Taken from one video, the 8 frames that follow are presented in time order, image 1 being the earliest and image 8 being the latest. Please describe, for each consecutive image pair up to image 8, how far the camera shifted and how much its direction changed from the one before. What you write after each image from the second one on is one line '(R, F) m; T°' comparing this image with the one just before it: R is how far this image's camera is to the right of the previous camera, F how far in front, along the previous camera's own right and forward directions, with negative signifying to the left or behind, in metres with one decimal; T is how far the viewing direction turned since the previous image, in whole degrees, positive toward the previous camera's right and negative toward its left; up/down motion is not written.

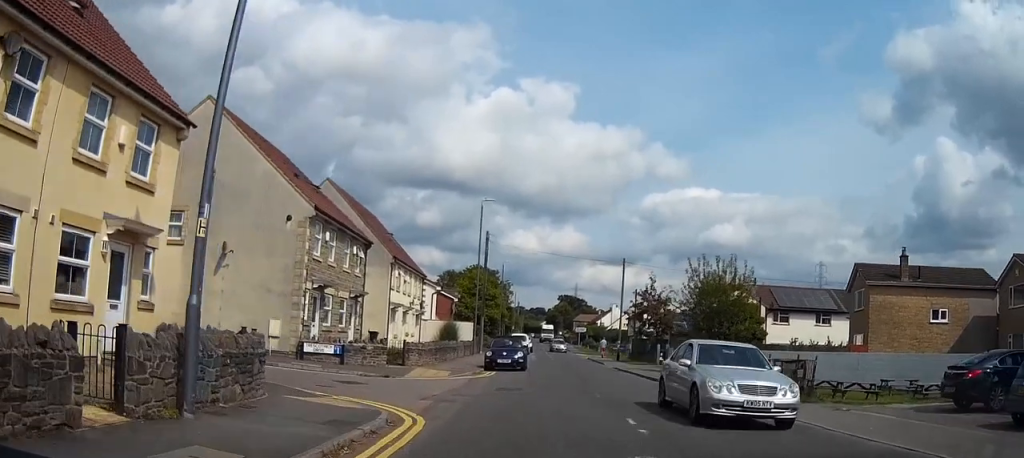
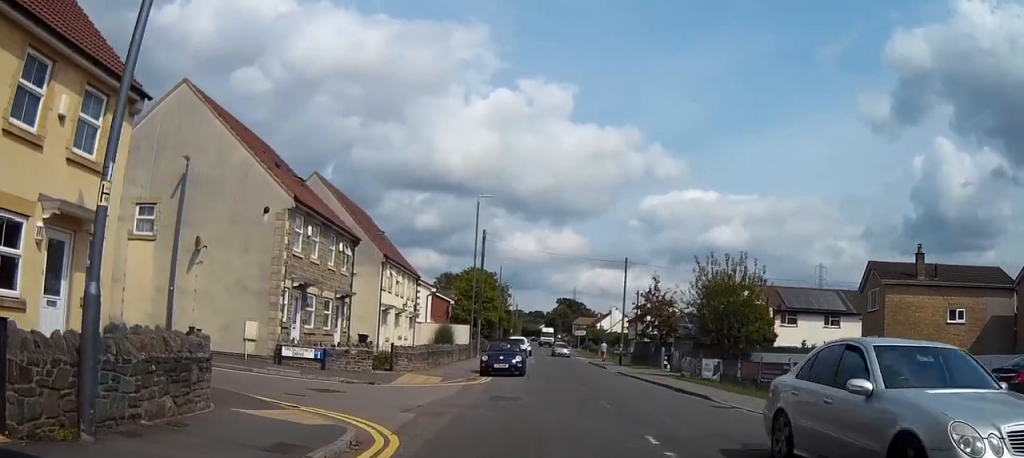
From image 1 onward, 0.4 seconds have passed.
(+0.1, +2.1) m; +1°
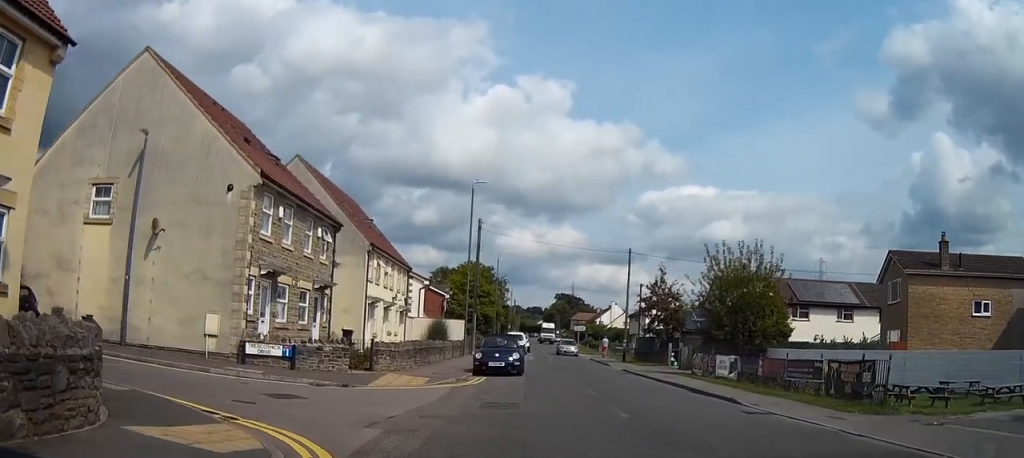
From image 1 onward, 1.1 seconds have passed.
(+0.1, +3.4) m; +1°
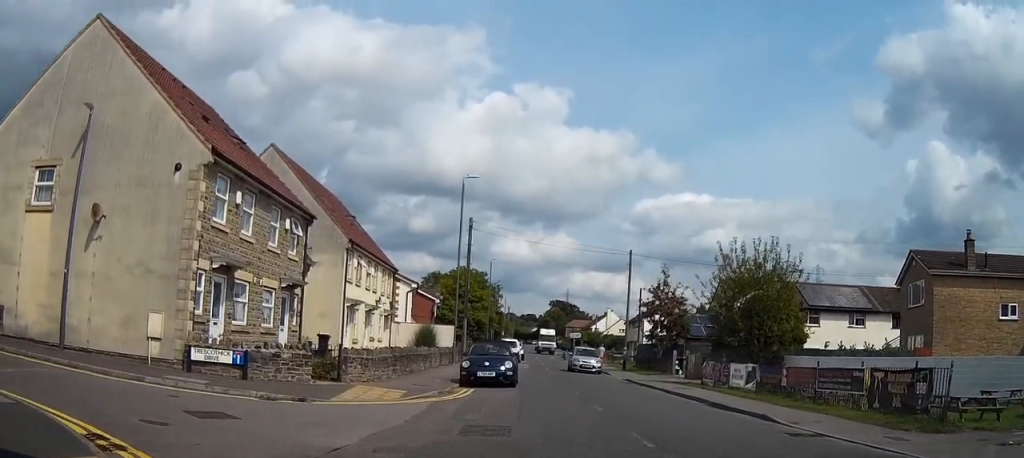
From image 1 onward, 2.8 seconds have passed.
(0.0, +4.0) m; 0°
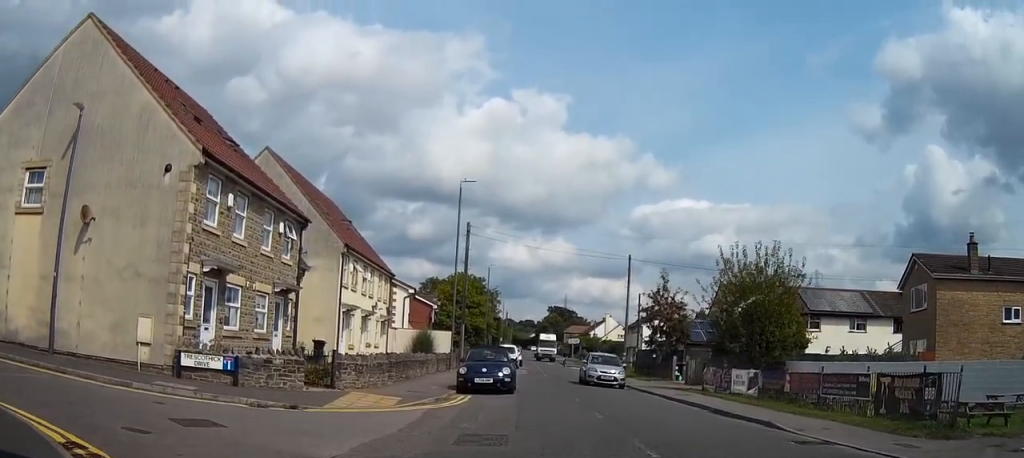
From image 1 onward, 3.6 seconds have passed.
(0.0, +0.6) m; 0°
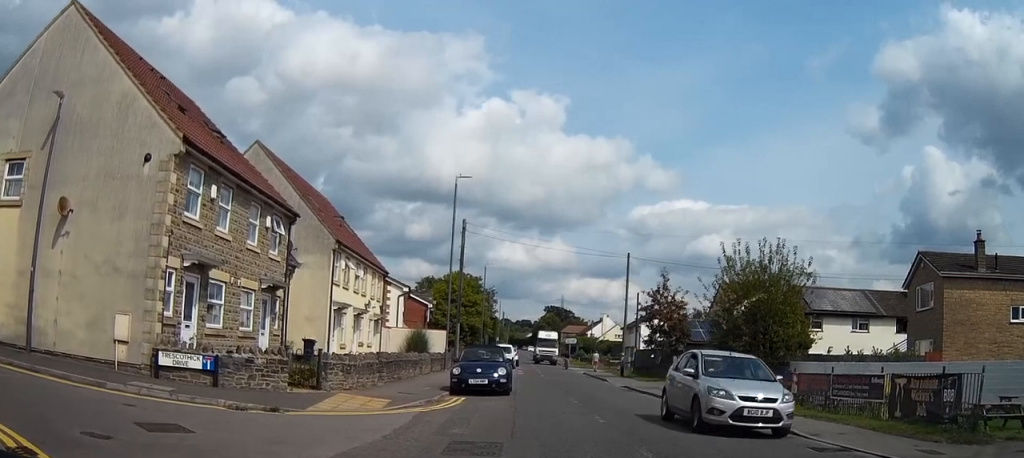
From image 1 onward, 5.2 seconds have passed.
(0.0, +0.8) m; 0°
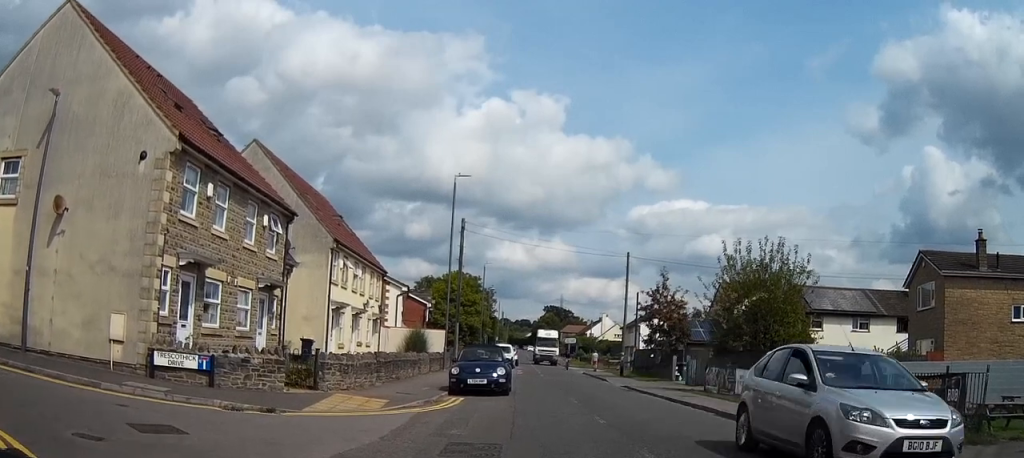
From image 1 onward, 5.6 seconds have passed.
(-0.1, +0.2) m; 0°
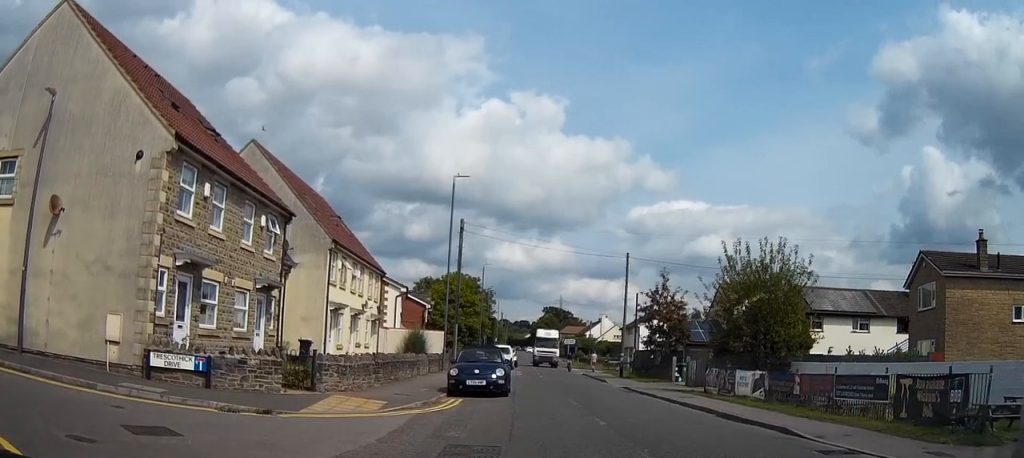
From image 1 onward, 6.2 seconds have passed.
(0.0, +0.2) m; 0°
